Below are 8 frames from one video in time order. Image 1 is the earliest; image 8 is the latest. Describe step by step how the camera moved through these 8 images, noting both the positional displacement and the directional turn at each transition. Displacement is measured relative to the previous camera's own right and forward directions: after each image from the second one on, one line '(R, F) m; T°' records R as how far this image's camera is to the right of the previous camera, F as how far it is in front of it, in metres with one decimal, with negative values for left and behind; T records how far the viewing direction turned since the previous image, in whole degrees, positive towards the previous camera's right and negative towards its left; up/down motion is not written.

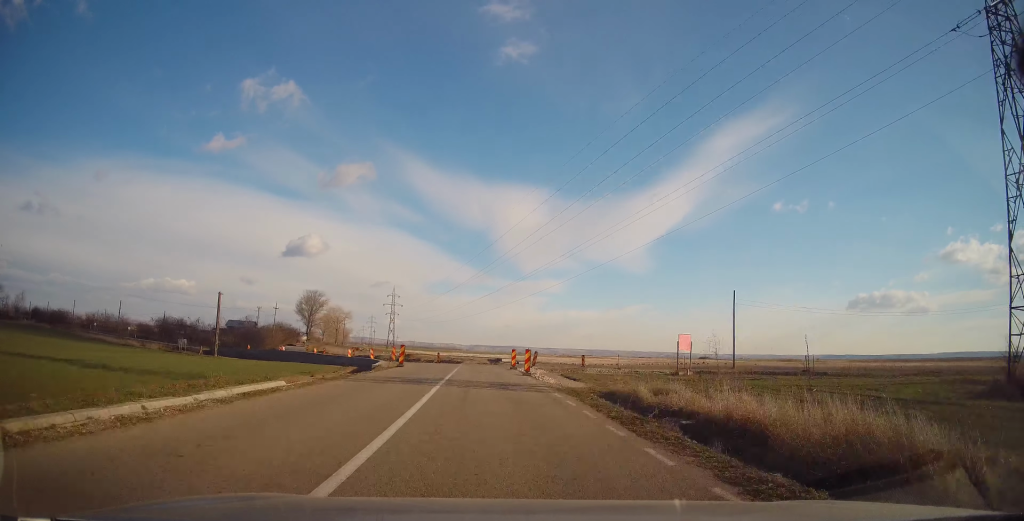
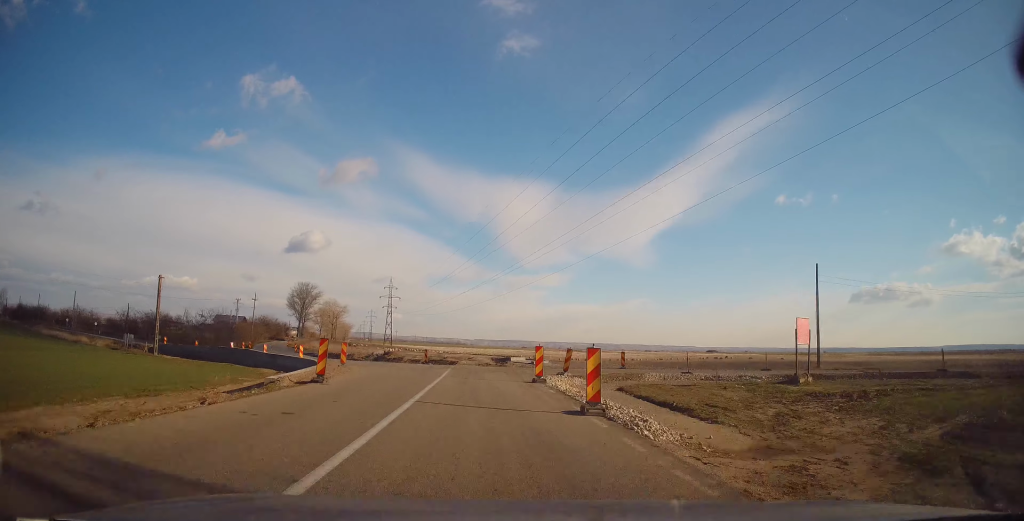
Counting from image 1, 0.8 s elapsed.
(+0.1, +14.7) m; 0°
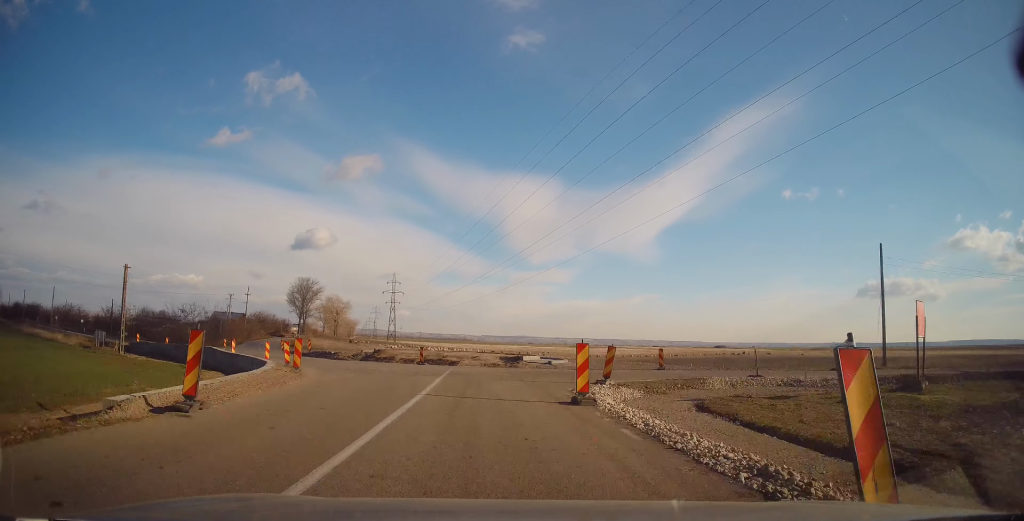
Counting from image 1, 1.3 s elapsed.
(-0.1, +6.4) m; 0°
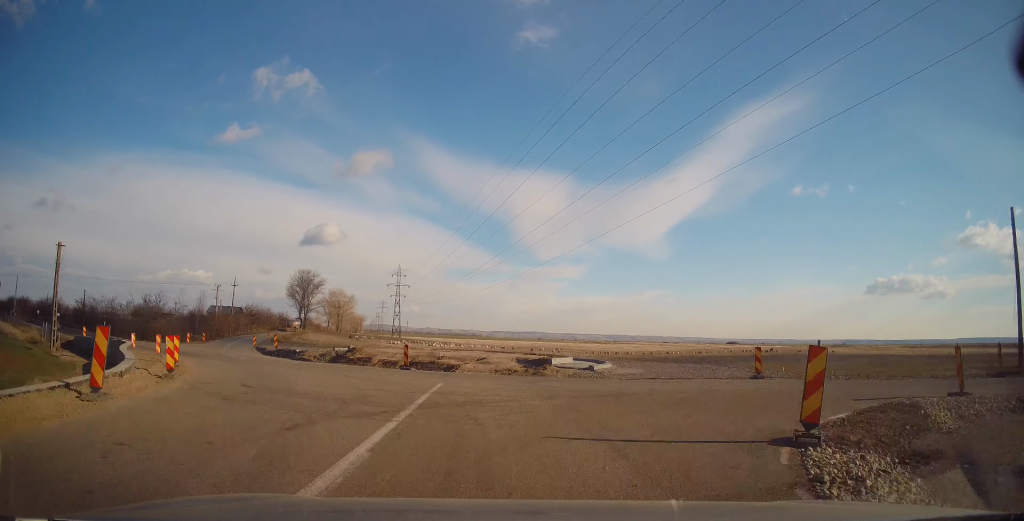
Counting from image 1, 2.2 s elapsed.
(0.0, +11.2) m; +1°
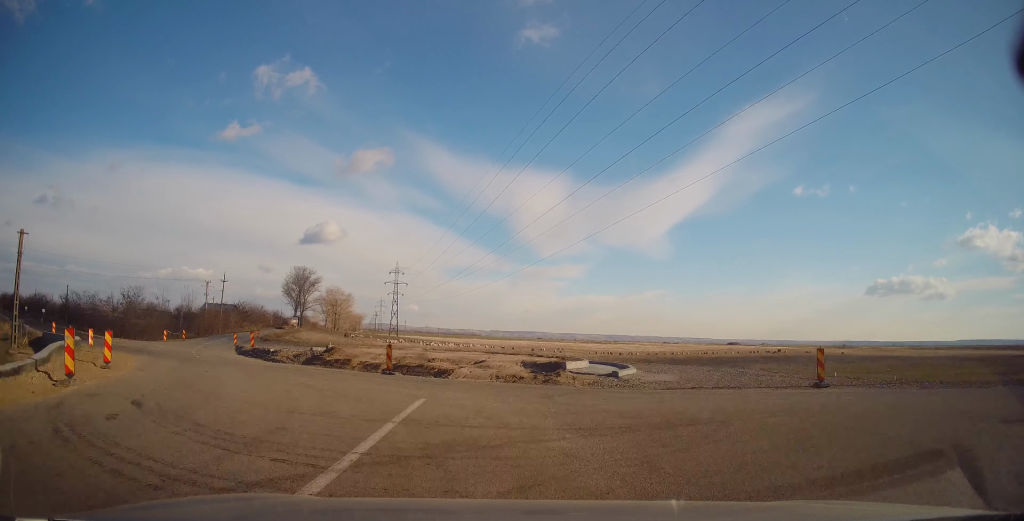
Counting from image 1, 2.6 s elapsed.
(+0.1, +4.7) m; +1°
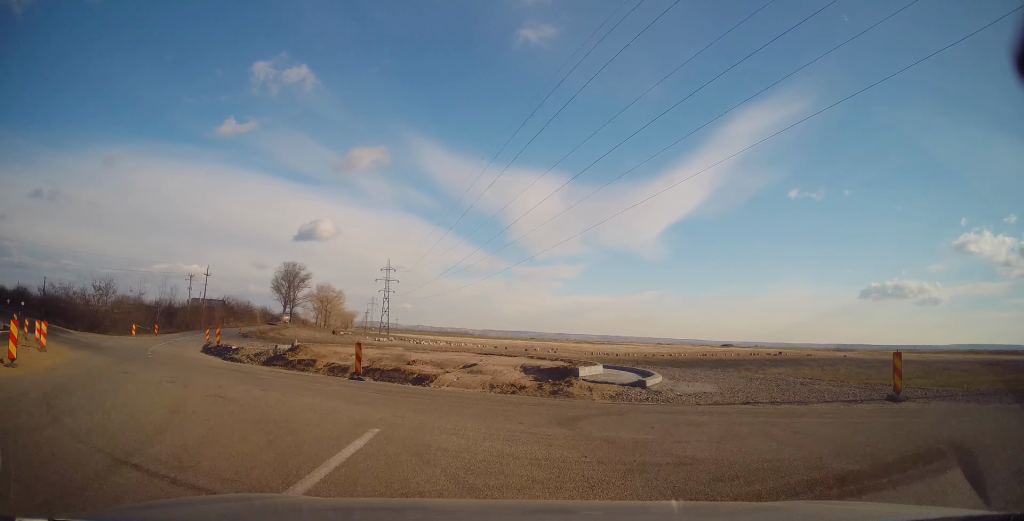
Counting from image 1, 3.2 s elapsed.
(0.0, +4.6) m; -5°
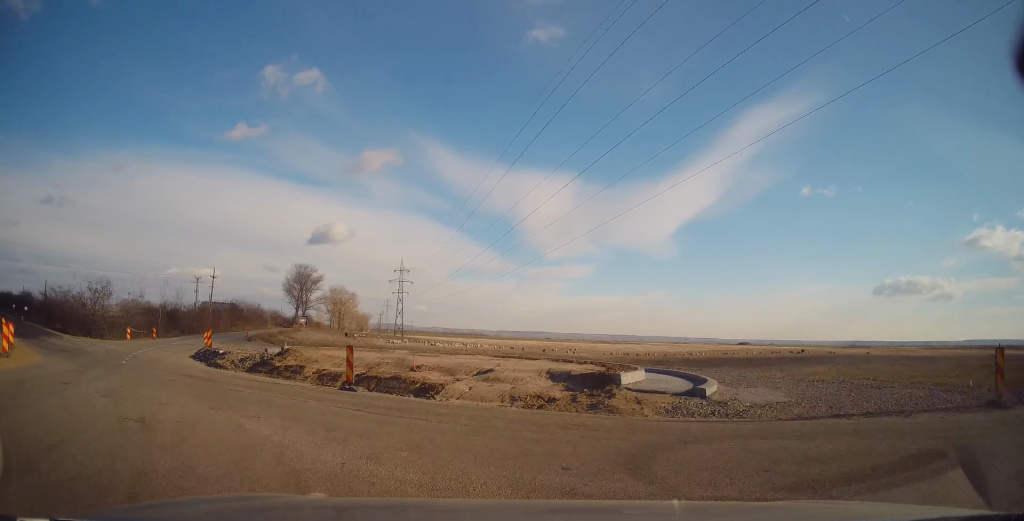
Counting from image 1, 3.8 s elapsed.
(+0.2, +4.2) m; -7°
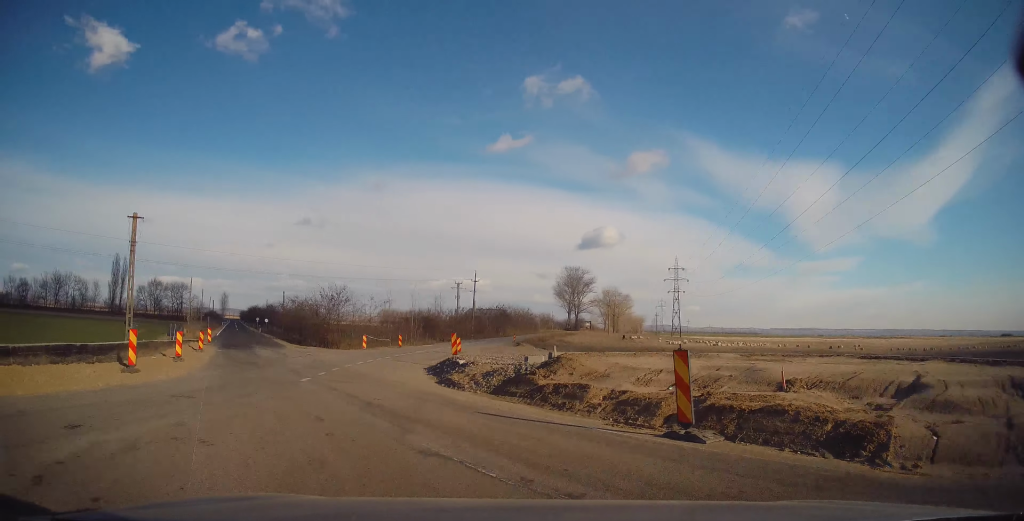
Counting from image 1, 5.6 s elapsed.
(-2.3, +8.6) m; -27°
